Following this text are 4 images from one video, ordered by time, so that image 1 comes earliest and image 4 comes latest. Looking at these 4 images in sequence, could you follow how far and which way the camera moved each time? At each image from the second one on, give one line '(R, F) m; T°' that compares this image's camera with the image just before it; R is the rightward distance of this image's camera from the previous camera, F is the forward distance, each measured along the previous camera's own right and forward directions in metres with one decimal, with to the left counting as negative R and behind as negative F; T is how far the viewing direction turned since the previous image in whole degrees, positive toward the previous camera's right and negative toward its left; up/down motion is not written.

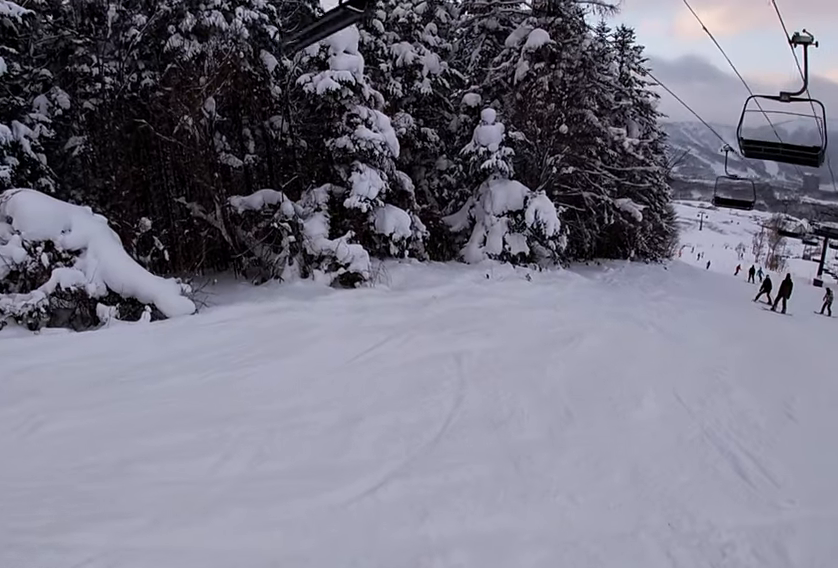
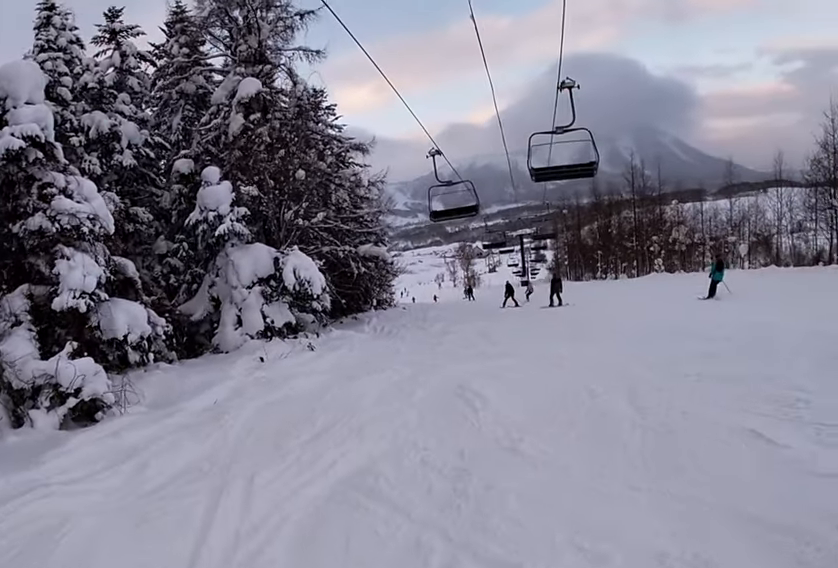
(+1.2, +3.4) m; +38°
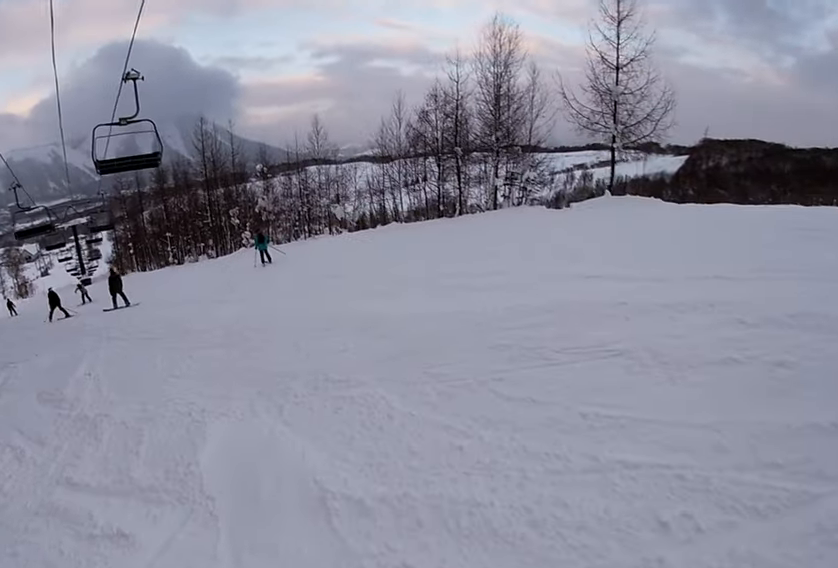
(+1.7, +7.1) m; +15°
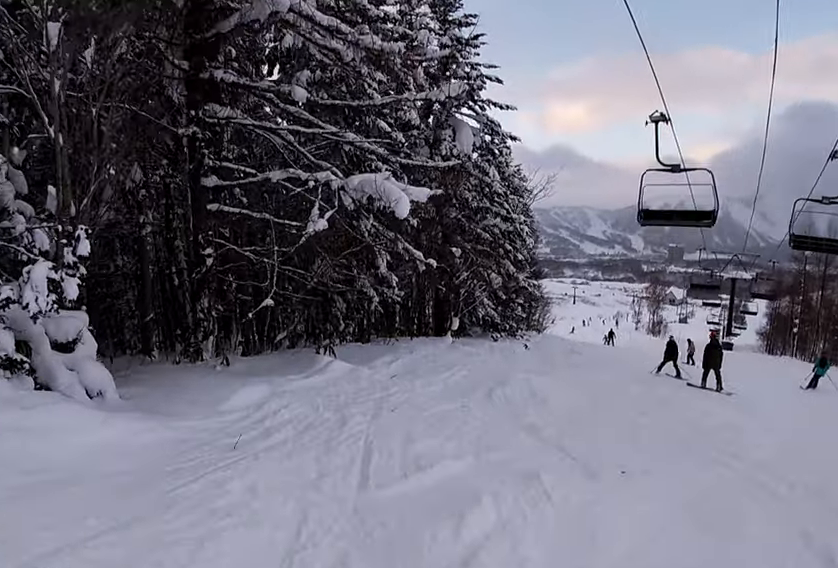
(-2.6, +6.3) m; -48°
